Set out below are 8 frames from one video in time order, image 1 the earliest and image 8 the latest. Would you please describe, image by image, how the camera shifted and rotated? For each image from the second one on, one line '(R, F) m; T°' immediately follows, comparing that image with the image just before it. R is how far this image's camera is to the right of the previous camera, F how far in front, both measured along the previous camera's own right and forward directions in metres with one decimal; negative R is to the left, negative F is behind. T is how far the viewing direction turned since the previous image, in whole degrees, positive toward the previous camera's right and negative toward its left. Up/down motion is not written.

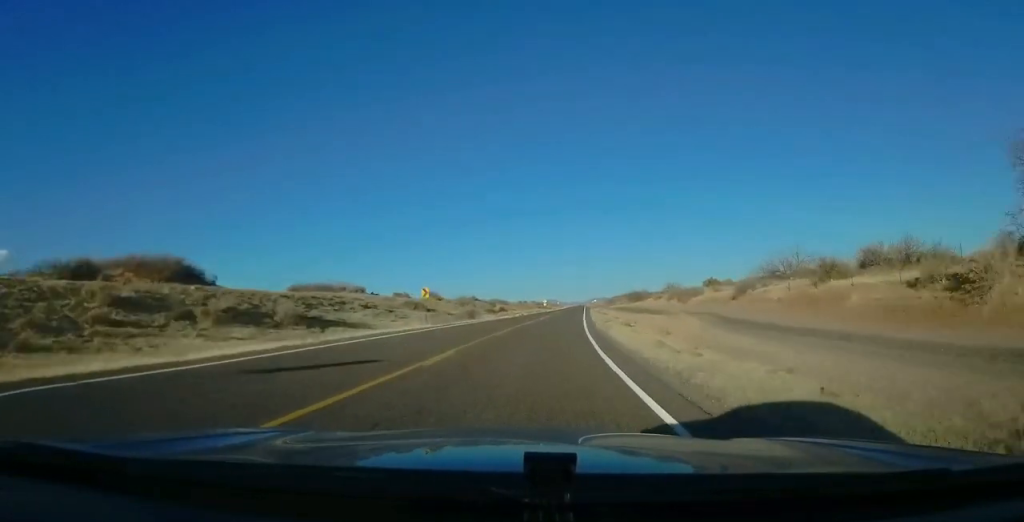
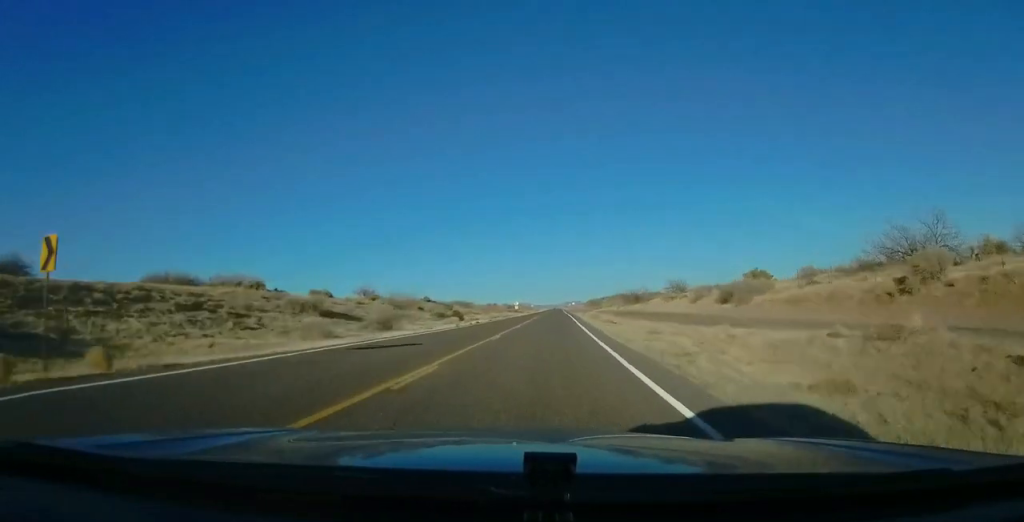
(+0.4, +27.9) m; +1°
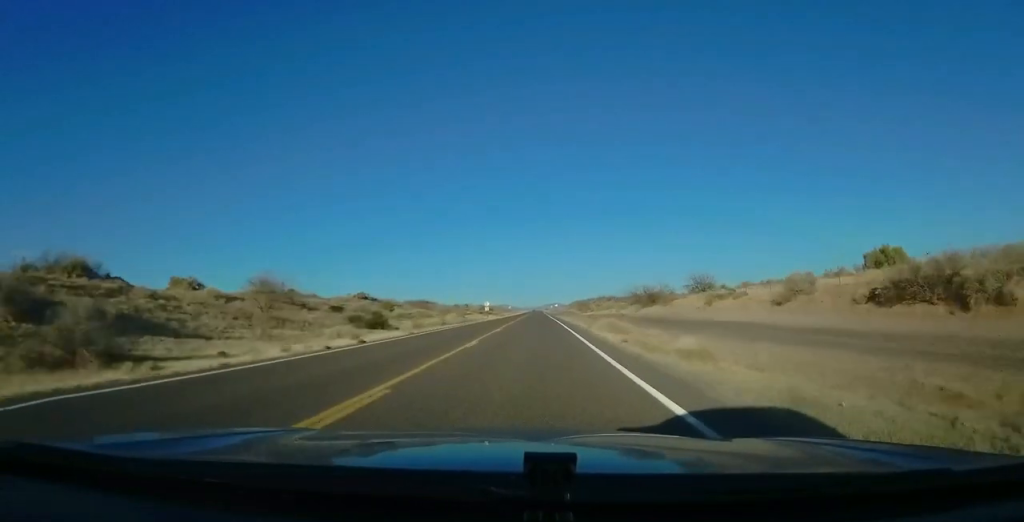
(-0.1, +27.6) m; 0°
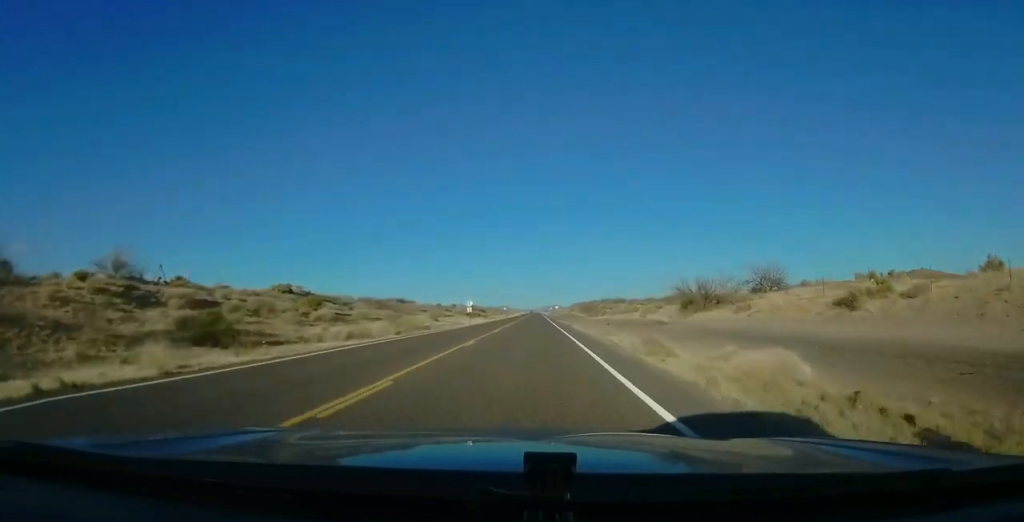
(+0.1, +23.5) m; 0°
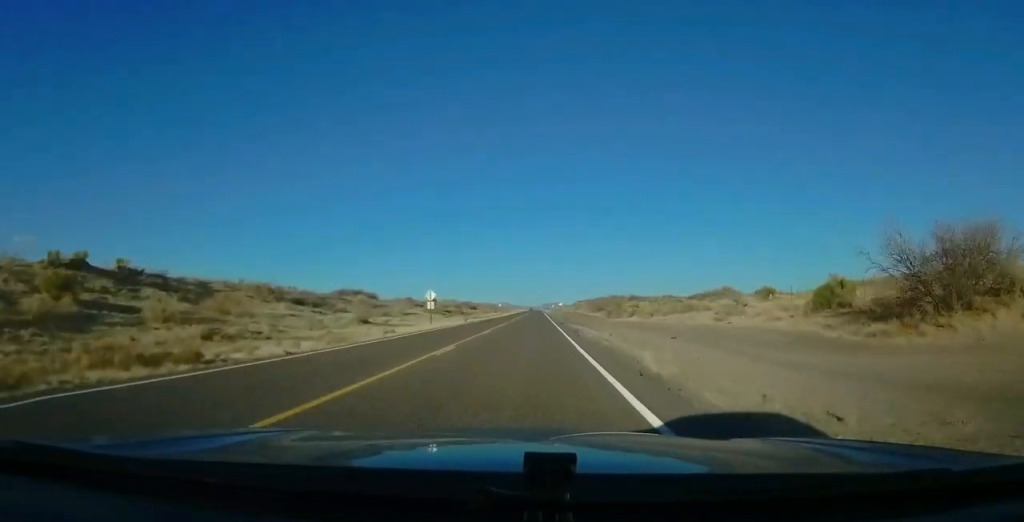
(0.0, +28.3) m; -1°
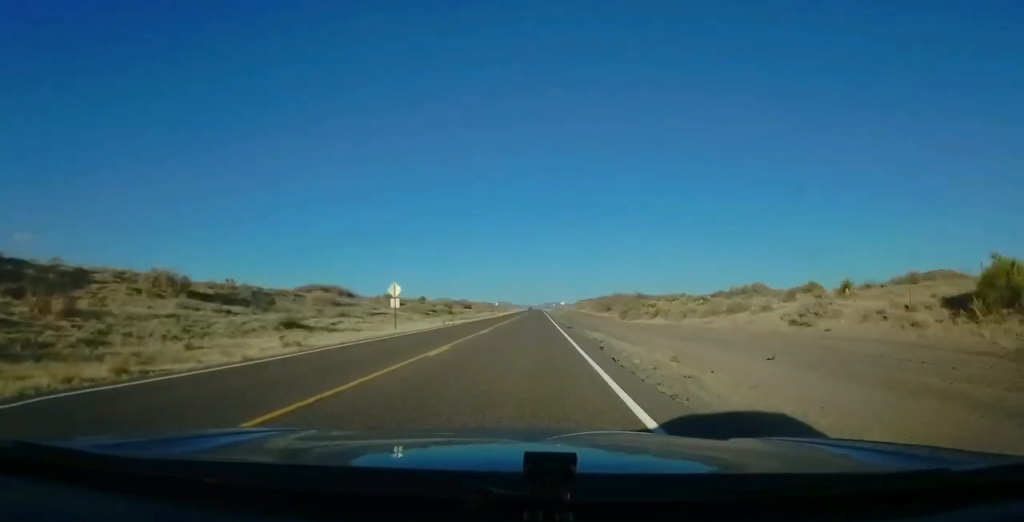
(-0.2, +12.6) m; -1°
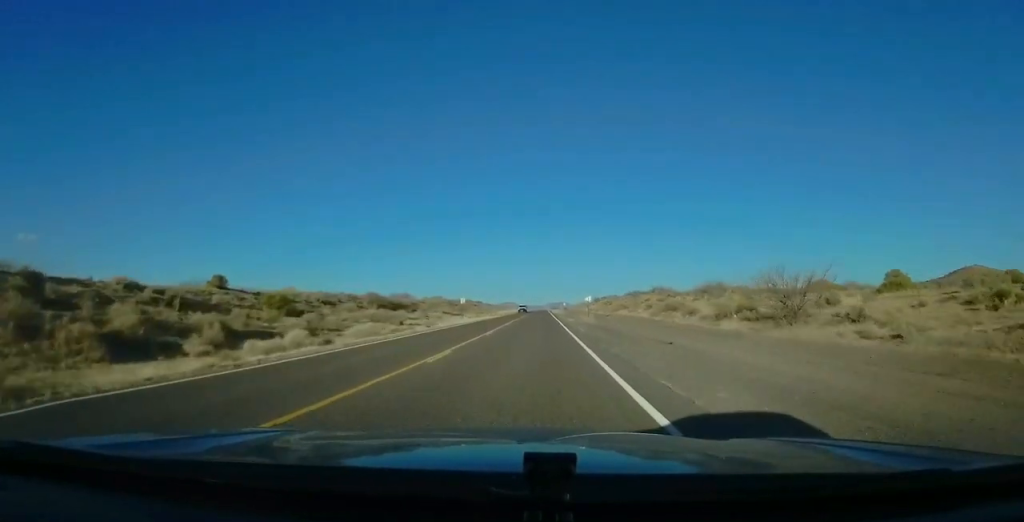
(+0.1, +74.0) m; +1°
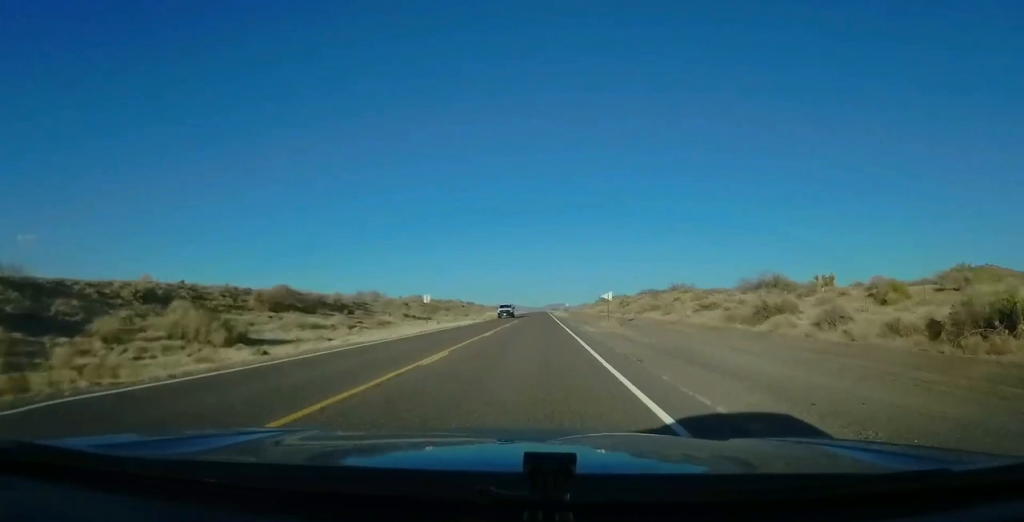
(+0.1, +25.0) m; 0°
